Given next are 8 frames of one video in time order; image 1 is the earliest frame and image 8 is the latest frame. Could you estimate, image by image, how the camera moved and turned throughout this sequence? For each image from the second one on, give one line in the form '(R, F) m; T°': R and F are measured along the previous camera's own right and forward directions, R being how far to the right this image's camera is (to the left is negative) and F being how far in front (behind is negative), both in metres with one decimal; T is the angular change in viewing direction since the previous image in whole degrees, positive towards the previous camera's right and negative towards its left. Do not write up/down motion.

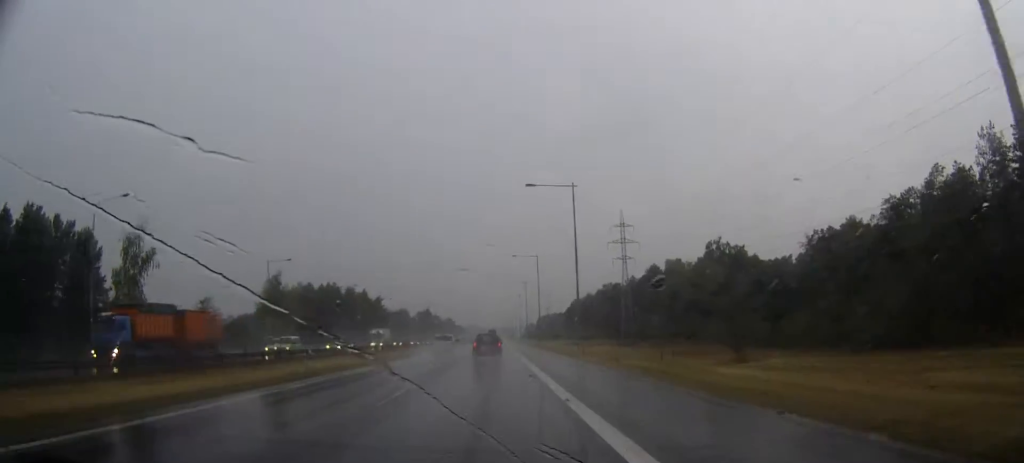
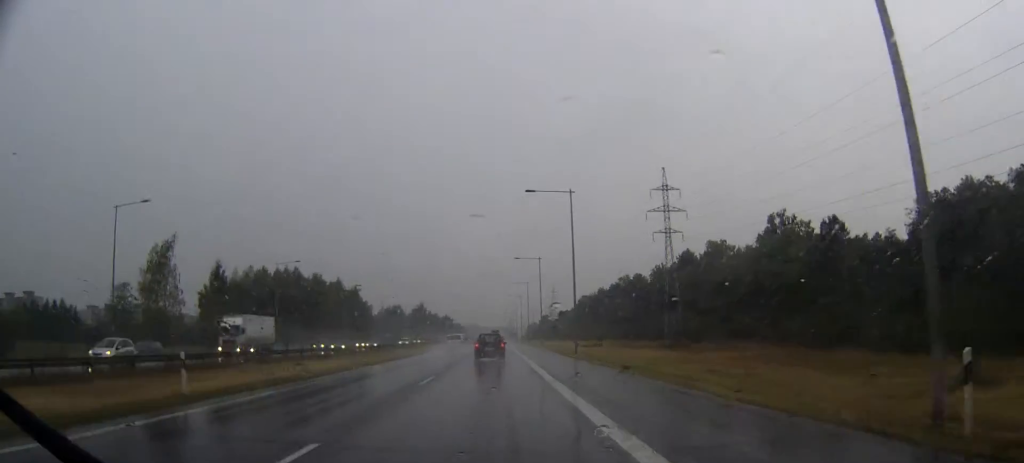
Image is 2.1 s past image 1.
(-0.2, +43.4) m; -1°
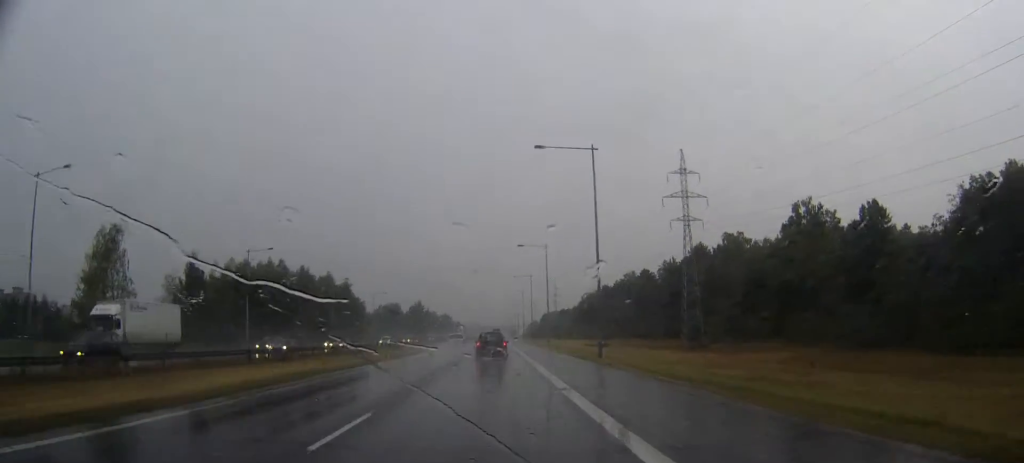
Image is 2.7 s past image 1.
(0.0, +12.7) m; 0°
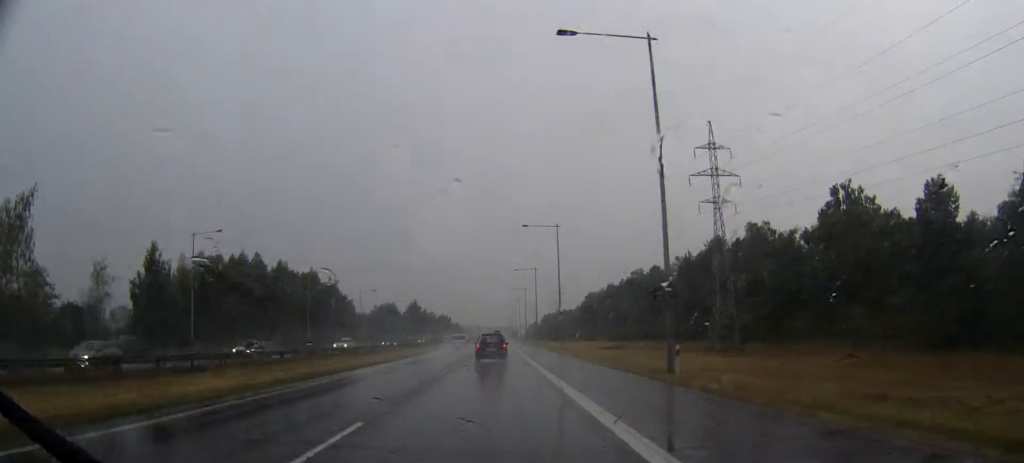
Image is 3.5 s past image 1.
(0.0, +17.1) m; 0°
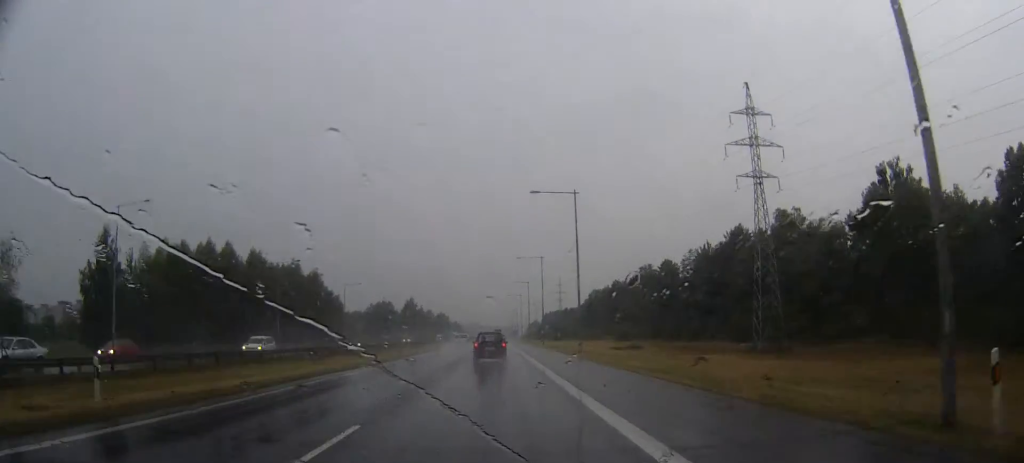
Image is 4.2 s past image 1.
(0.0, +16.5) m; 0°
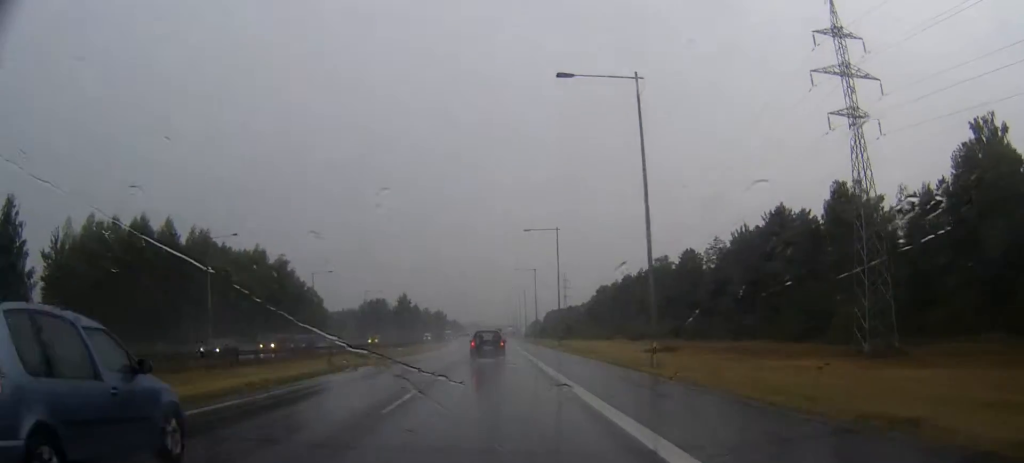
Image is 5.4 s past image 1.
(0.0, +25.3) m; 0°
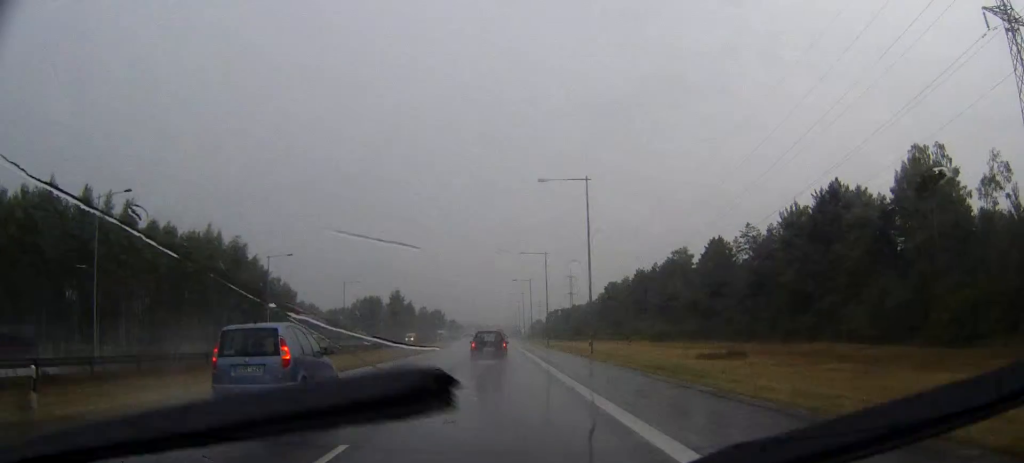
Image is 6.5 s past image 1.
(+0.1, +24.5) m; 0°
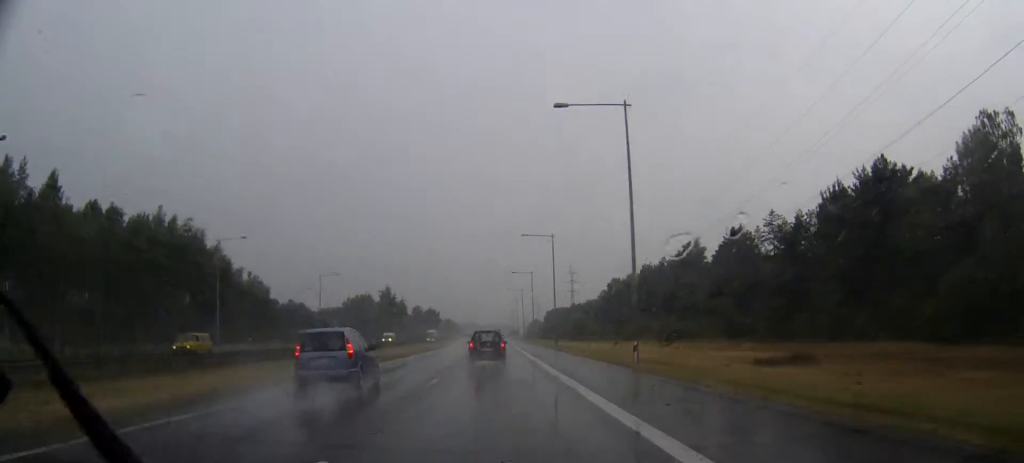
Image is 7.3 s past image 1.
(0.0, +17.0) m; 0°
